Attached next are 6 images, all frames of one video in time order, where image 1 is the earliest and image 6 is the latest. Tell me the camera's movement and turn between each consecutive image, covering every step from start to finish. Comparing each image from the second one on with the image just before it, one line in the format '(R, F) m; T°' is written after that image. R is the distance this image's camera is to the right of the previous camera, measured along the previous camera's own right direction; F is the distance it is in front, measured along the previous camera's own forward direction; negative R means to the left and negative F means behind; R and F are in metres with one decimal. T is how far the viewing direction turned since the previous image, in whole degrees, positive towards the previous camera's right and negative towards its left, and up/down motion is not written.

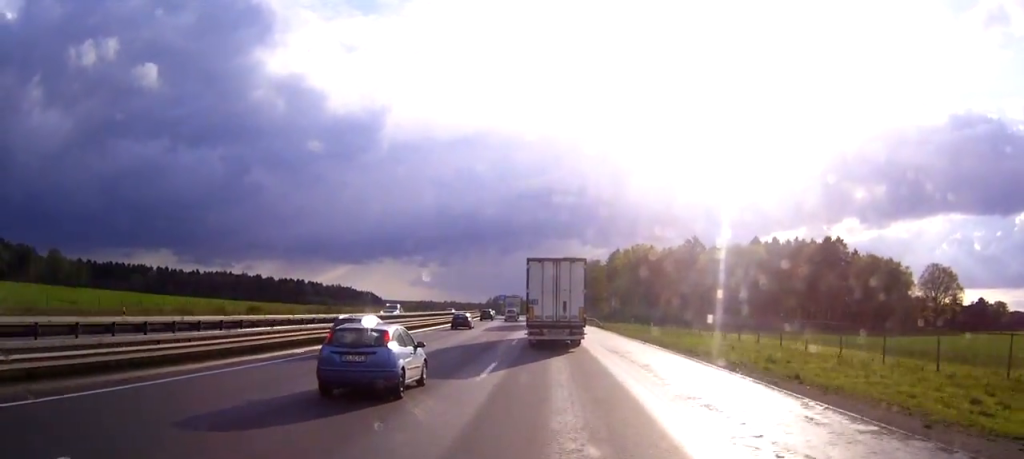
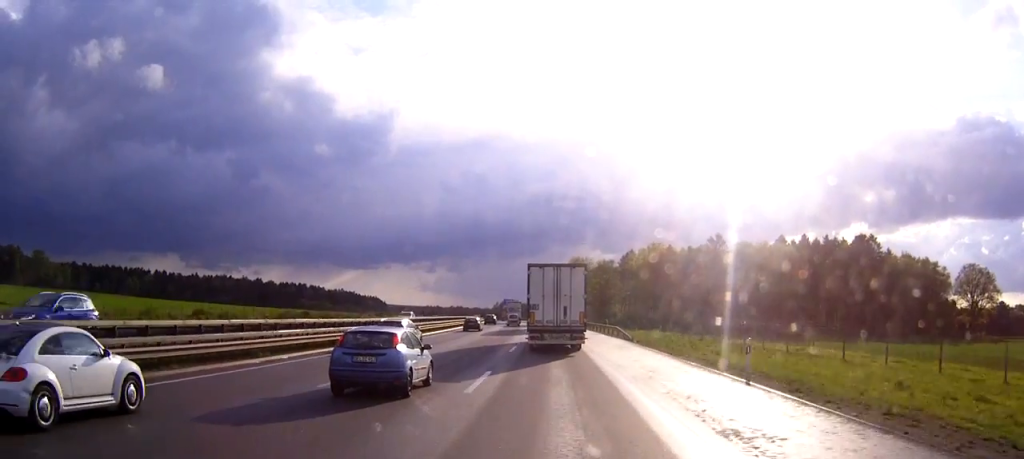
(0.0, +19.9) m; 0°
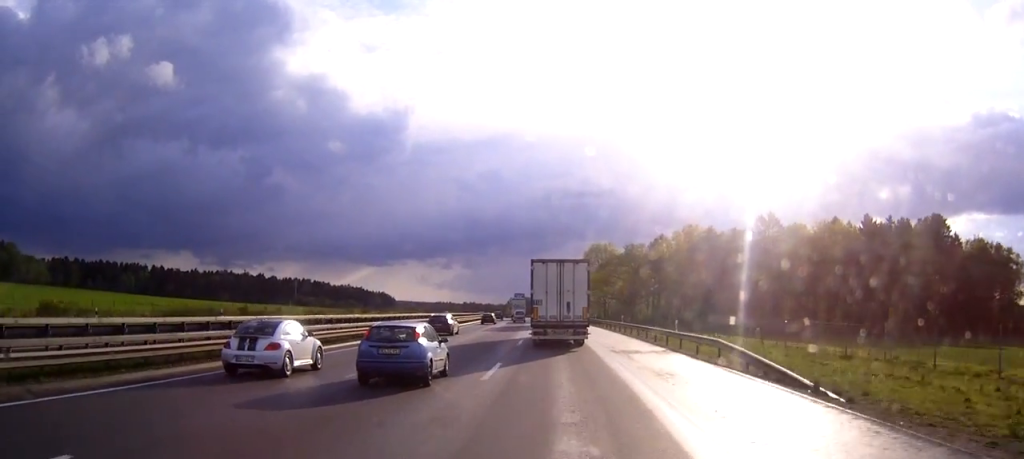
(0.0, +33.7) m; 0°
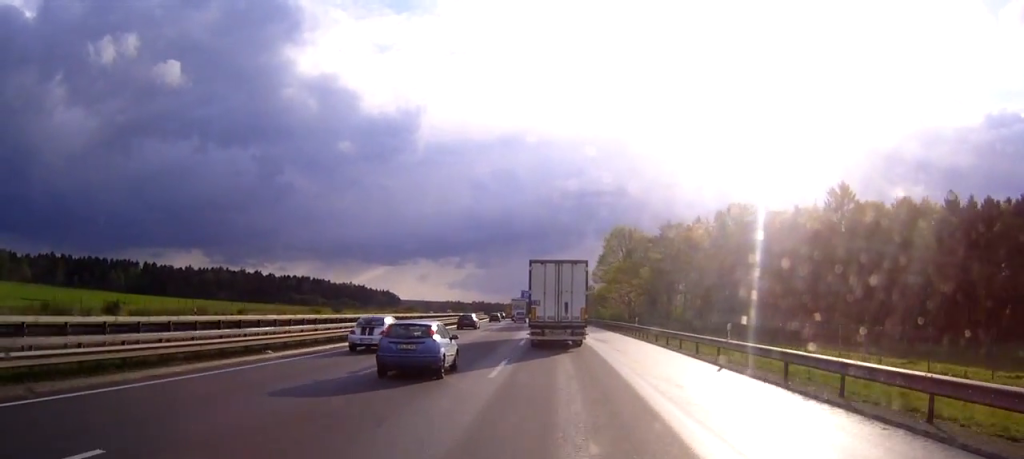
(0.0, +35.2) m; 0°
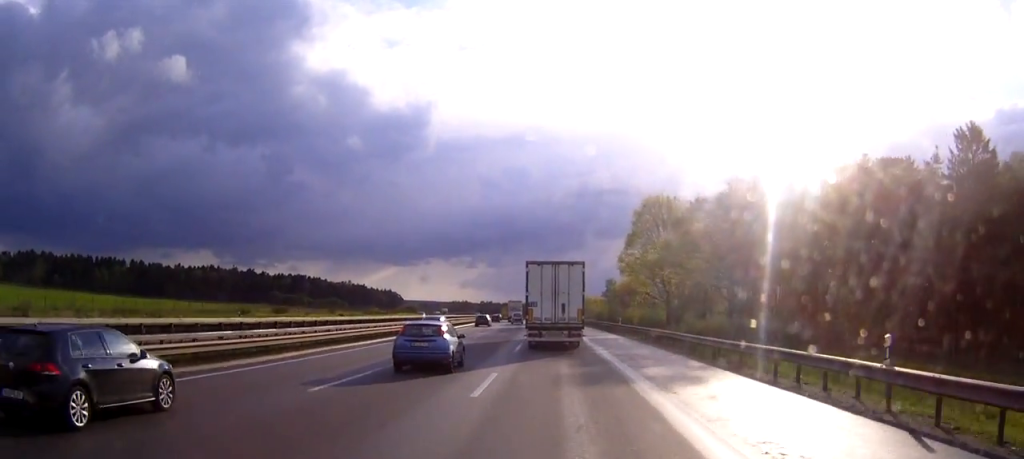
(-1.4, +39.9) m; -4°
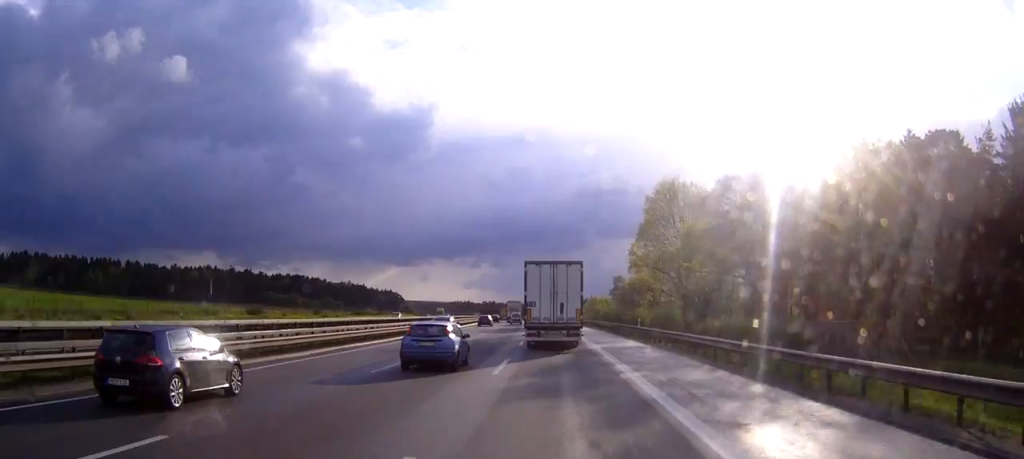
(-0.1, +12.3) m; -1°
